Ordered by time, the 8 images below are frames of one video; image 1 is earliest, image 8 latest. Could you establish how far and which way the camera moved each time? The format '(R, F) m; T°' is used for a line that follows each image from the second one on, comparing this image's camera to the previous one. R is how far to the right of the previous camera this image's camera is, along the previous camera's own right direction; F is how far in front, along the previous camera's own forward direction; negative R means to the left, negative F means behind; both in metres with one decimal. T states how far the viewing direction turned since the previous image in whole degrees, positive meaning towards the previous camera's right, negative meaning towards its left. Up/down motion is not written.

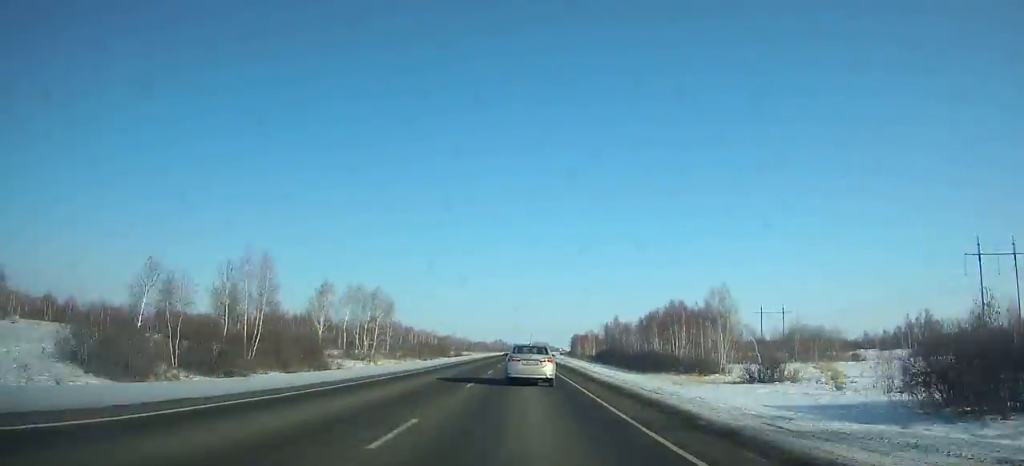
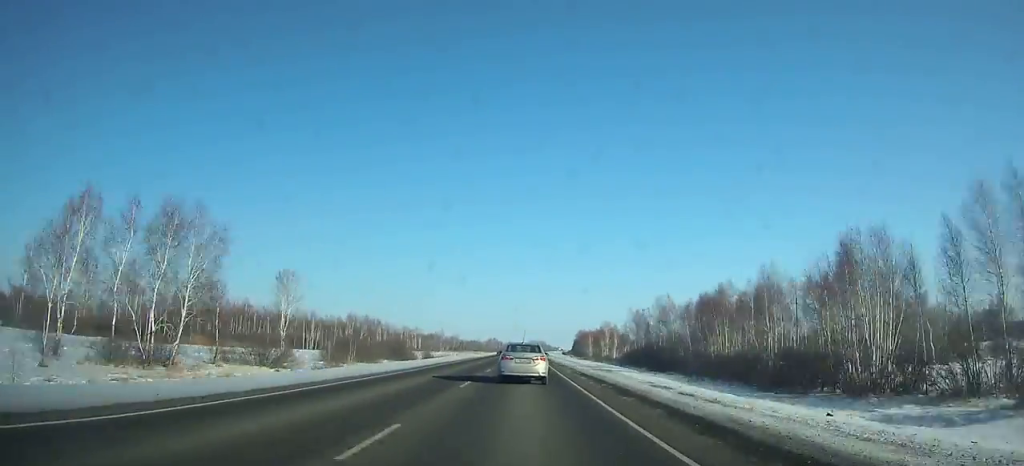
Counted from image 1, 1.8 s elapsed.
(+0.2, +48.4) m; 0°
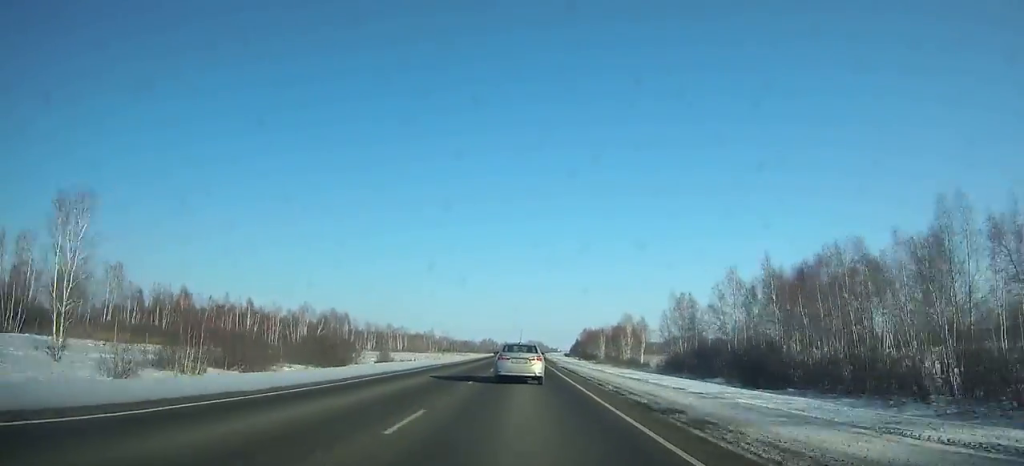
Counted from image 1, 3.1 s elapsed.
(+0.1, +34.7) m; 0°
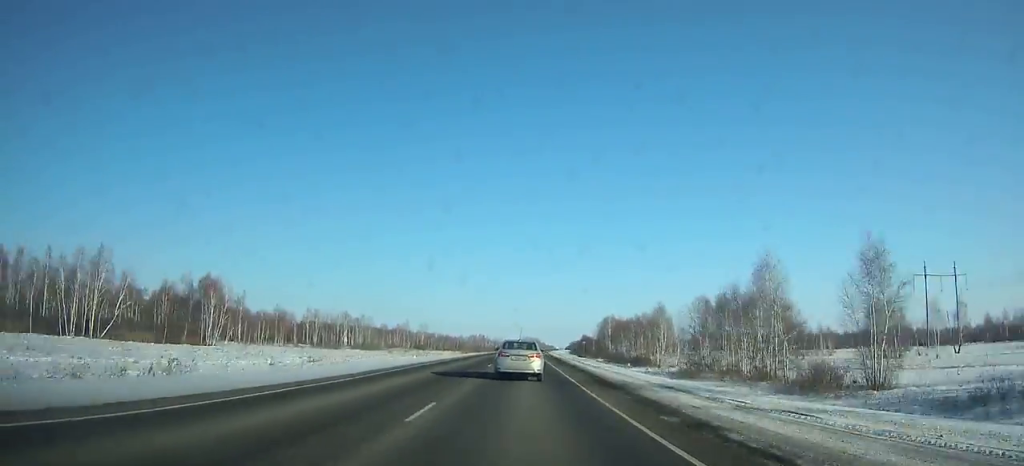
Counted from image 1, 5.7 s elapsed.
(+0.3, +69.0) m; +1°
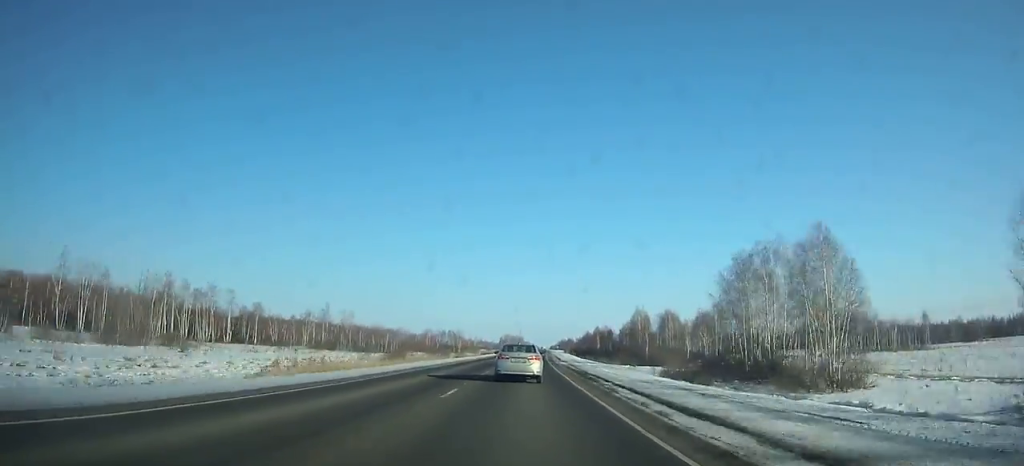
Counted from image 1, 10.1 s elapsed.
(+1.4, +115.3) m; +2°
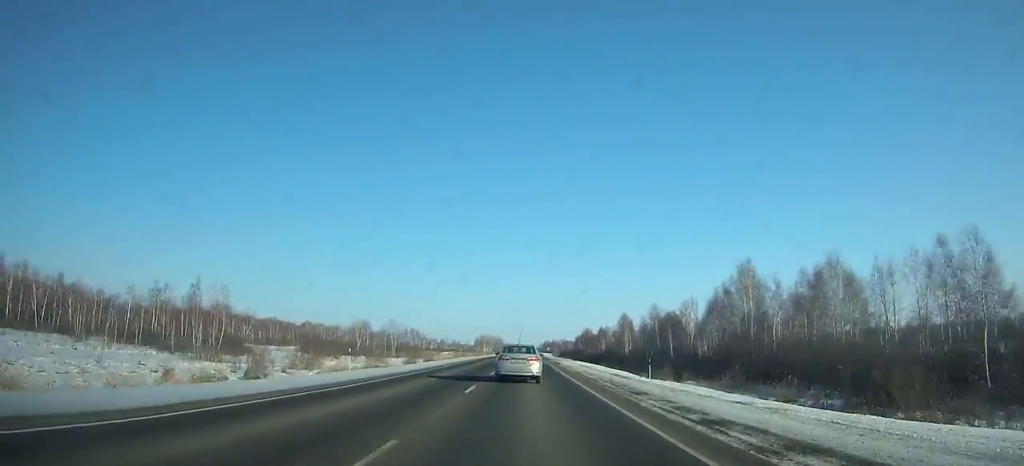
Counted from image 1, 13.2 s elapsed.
(+1.0, +80.4) m; +1°
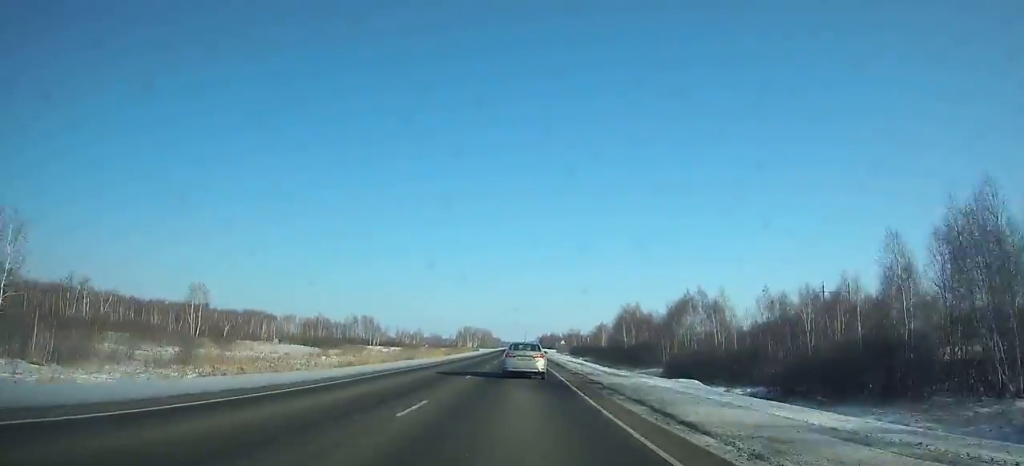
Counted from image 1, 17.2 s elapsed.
(+0.9, +103.6) m; 0°
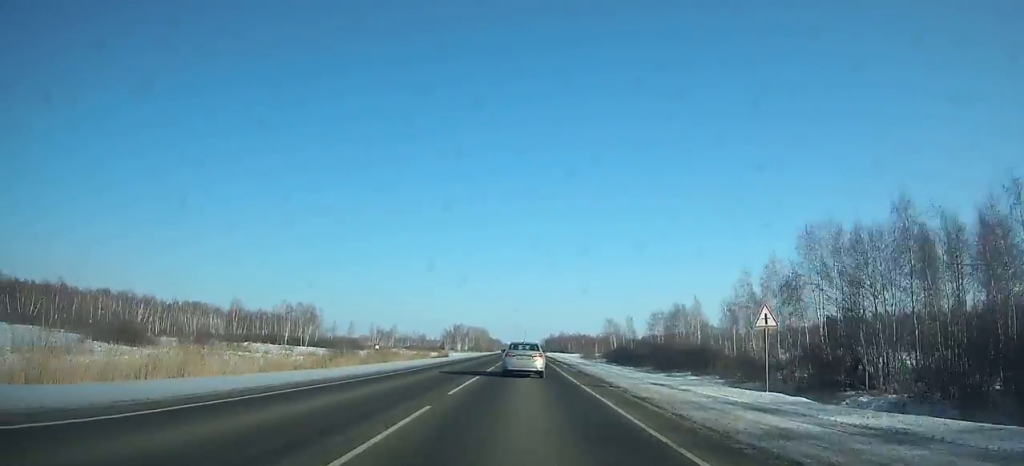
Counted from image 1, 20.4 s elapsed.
(0.0, +83.0) m; 0°
